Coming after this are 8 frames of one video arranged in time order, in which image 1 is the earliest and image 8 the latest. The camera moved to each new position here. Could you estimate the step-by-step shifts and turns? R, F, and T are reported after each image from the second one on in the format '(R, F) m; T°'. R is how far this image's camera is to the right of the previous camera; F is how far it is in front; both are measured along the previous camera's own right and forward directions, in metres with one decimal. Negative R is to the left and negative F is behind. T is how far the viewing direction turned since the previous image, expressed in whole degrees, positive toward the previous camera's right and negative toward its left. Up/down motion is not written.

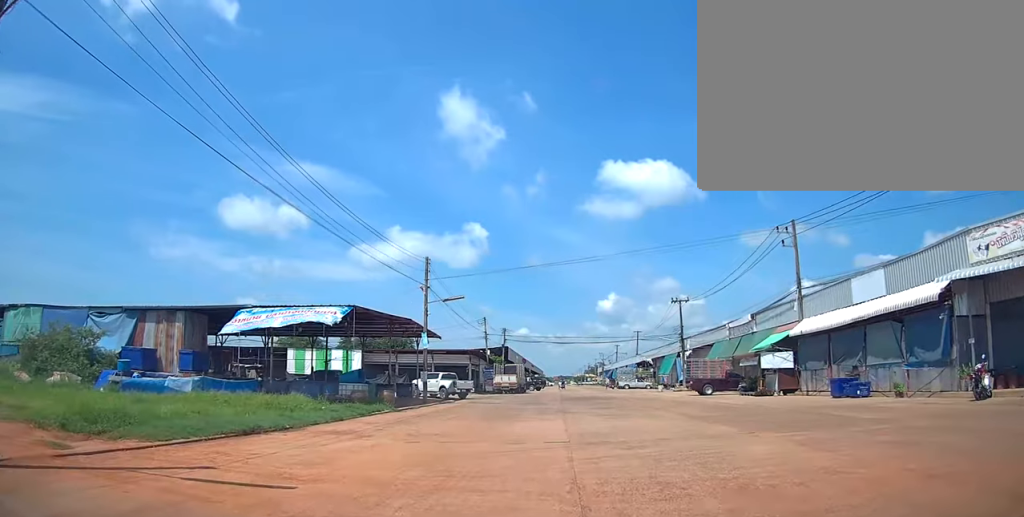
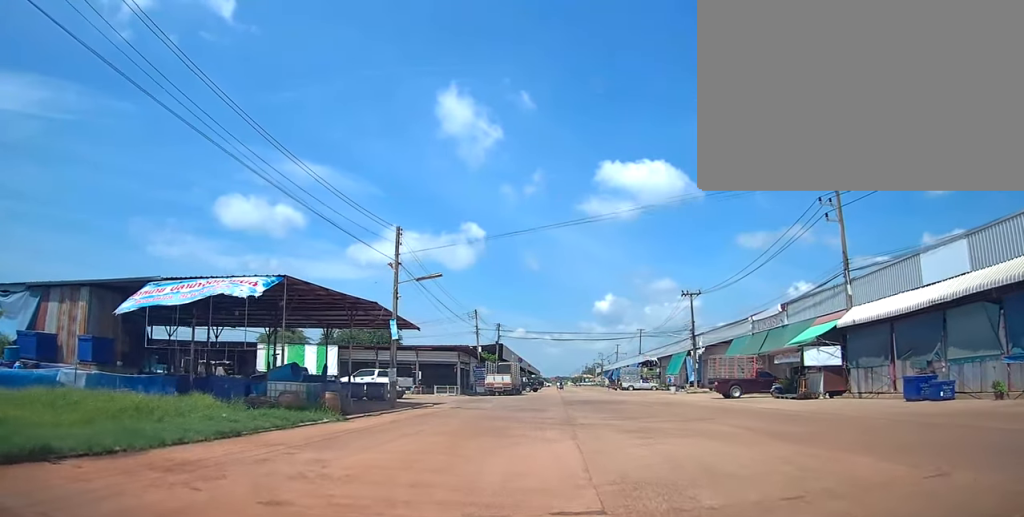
(-0.1, +5.9) m; 0°
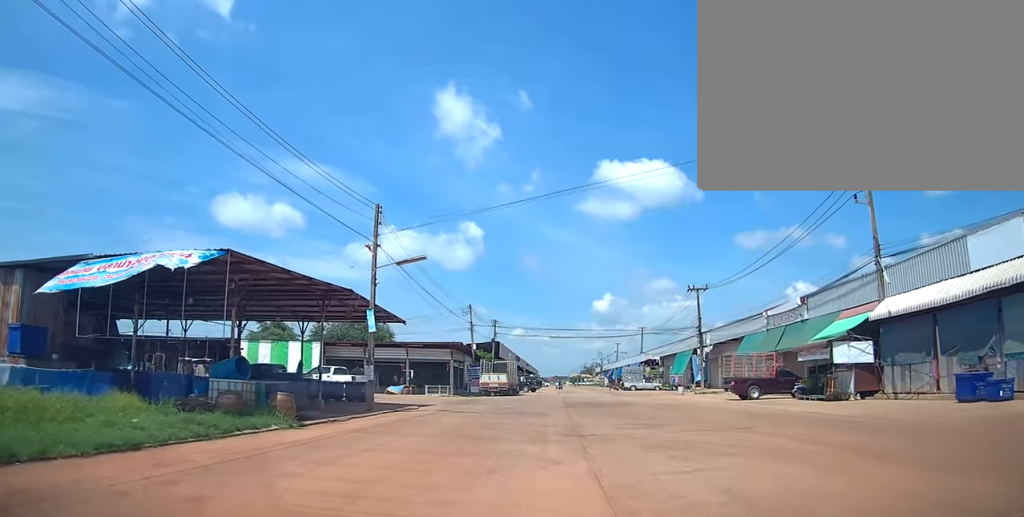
(-0.1, +3.2) m; 0°
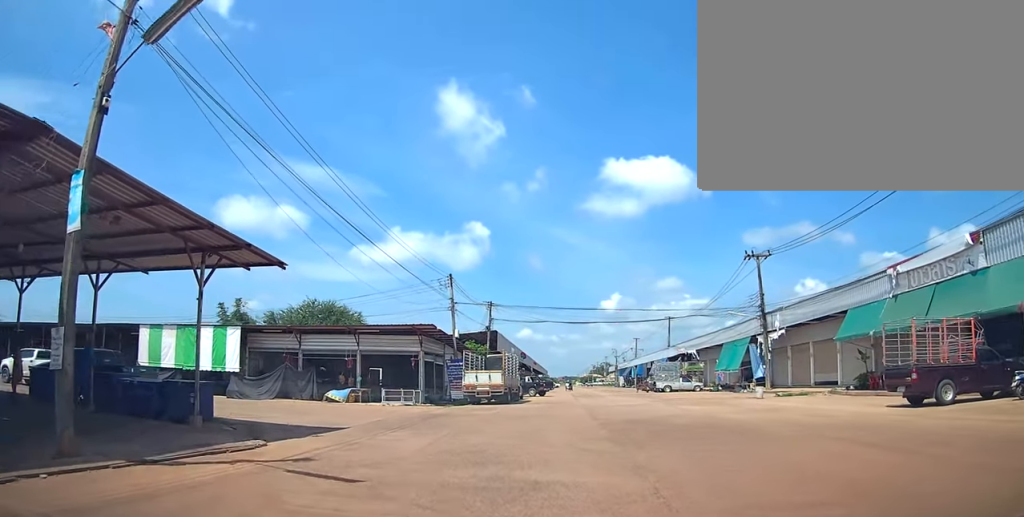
(+0.4, +15.3) m; 0°
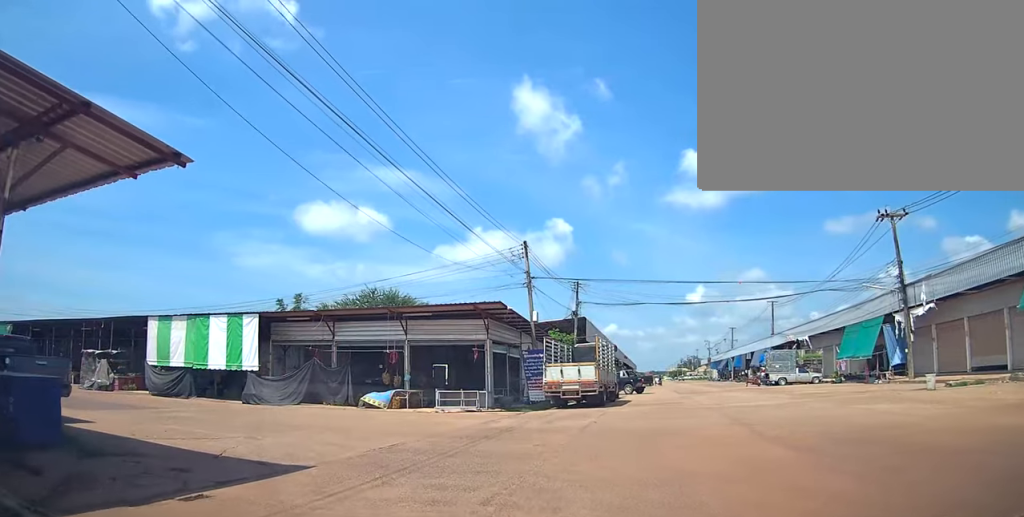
(-0.5, +8.1) m; -9°
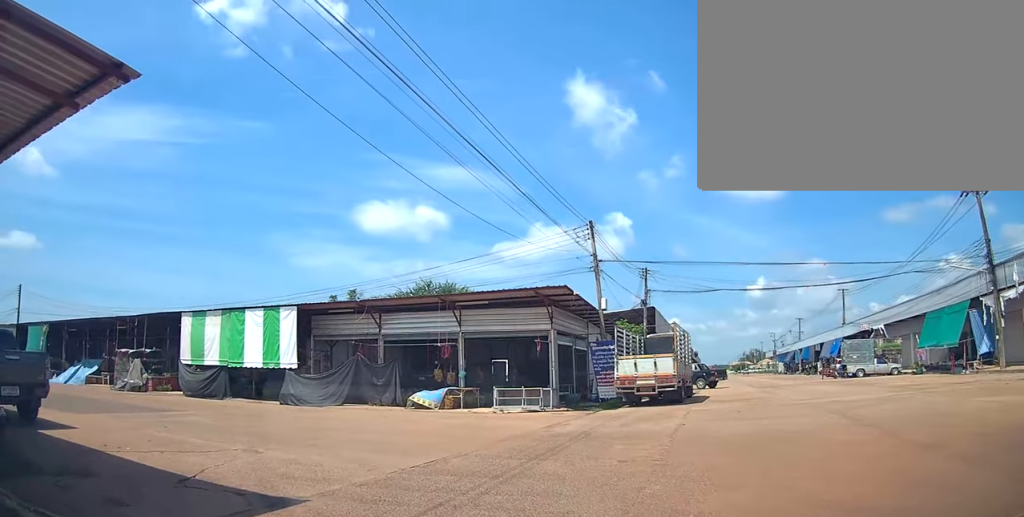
(-0.1, +2.9) m; -5°
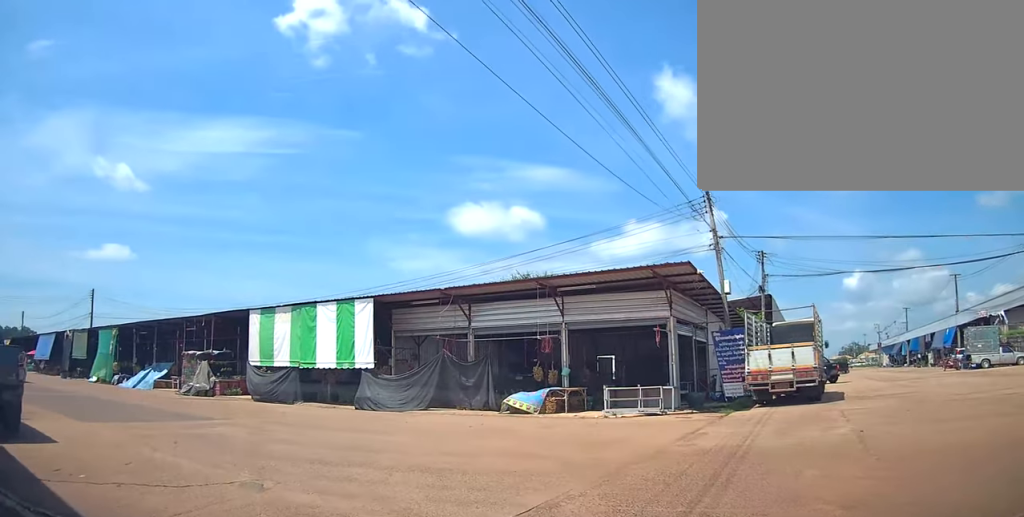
(+0.1, +3.5) m; -6°
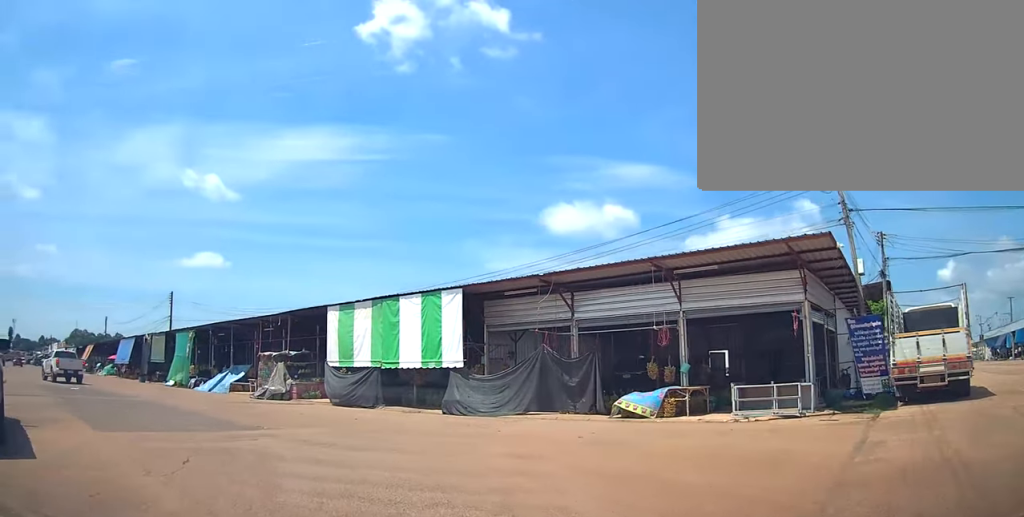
(-0.3, +2.5) m; -6°
